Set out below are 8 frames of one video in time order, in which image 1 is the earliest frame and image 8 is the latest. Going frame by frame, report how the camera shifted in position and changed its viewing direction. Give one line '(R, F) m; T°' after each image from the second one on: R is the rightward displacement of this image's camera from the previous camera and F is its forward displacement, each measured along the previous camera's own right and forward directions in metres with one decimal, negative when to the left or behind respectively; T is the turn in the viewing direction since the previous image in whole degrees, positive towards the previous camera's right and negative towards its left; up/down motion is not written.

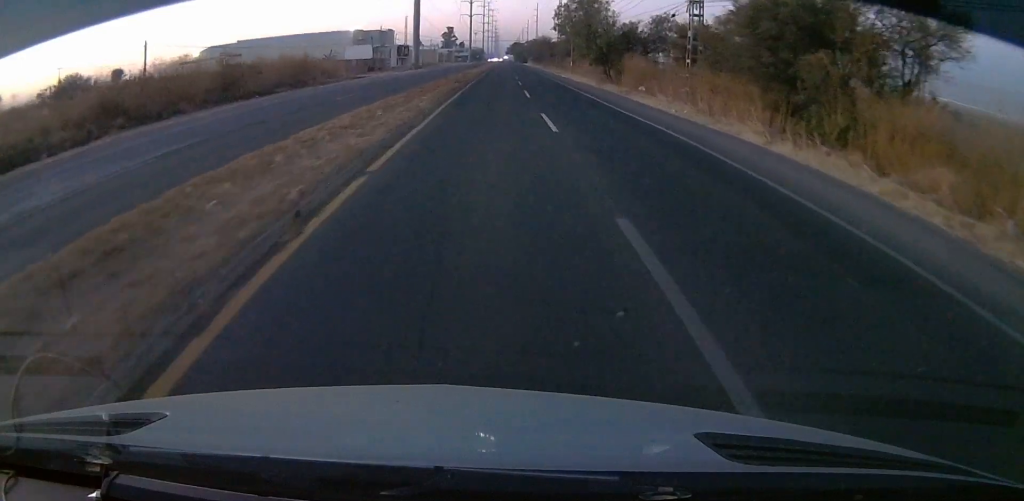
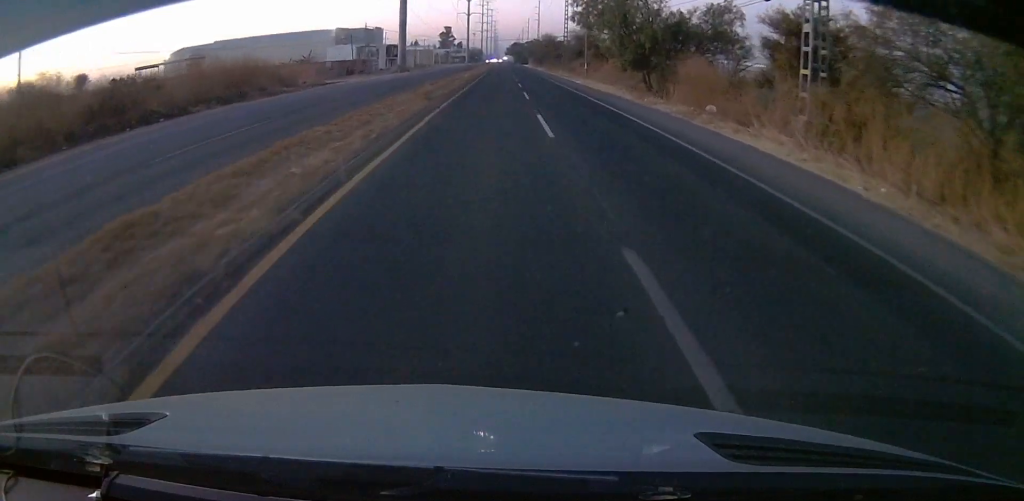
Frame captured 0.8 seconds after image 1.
(-0.3, +16.1) m; 0°
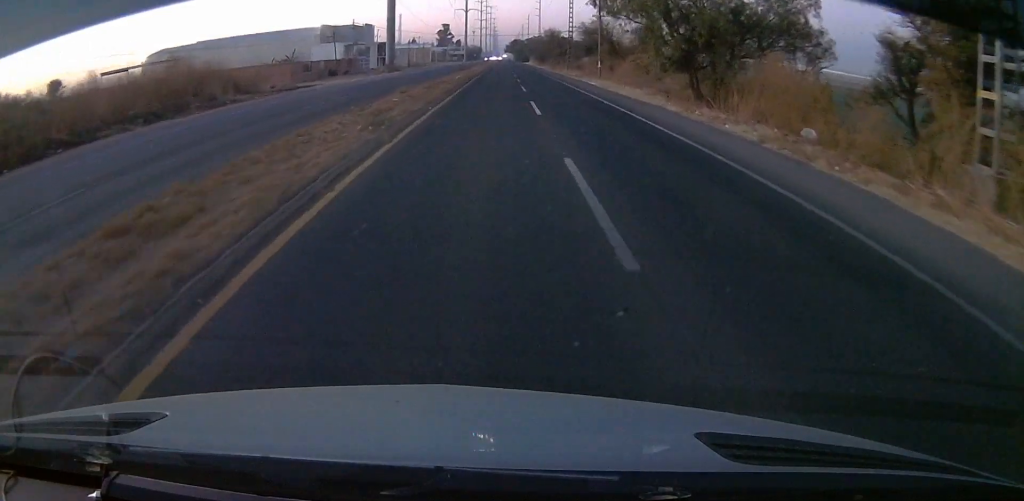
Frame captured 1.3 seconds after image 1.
(0.0, +10.5) m; 0°
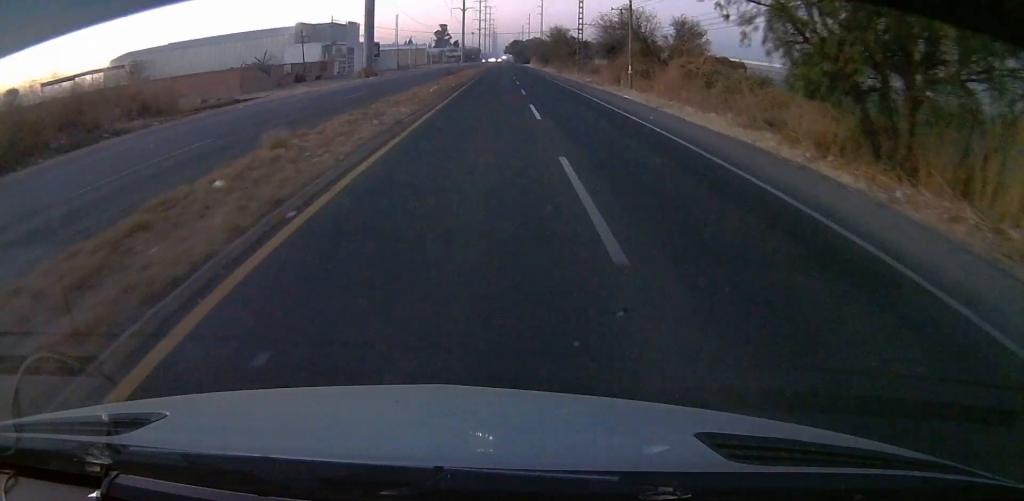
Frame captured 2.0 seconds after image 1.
(+0.3, +14.6) m; 0°
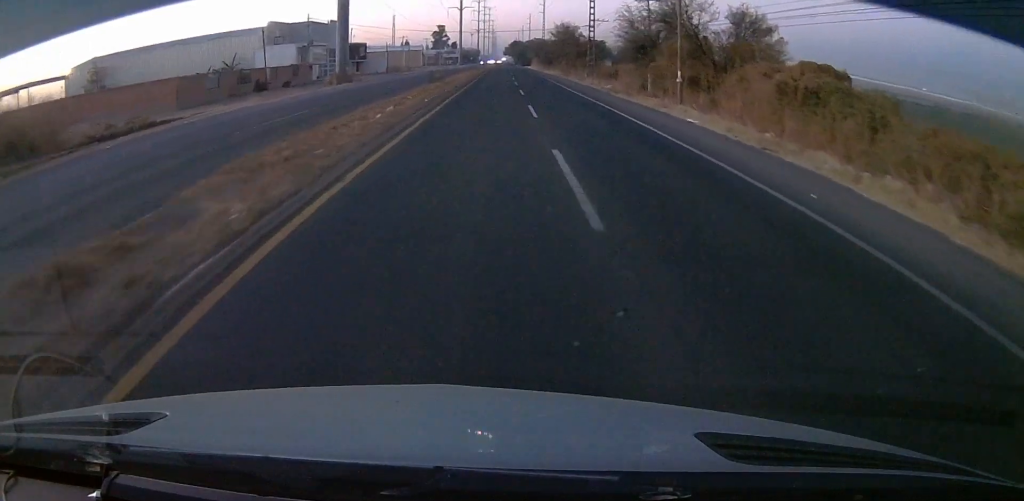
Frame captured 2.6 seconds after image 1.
(-0.2, +13.3) m; 0°
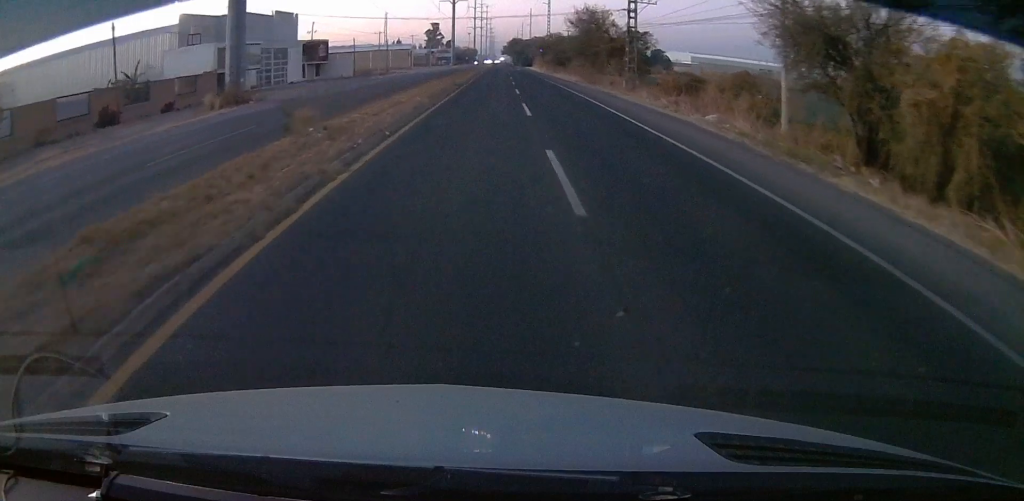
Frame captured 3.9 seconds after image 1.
(+0.2, +27.9) m; 0°
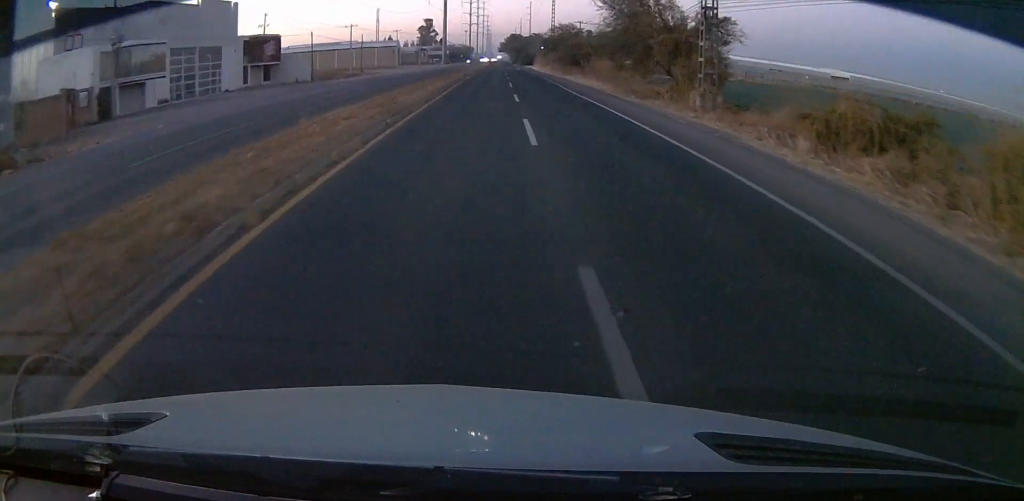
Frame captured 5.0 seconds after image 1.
(-0.4, +22.4) m; 0°
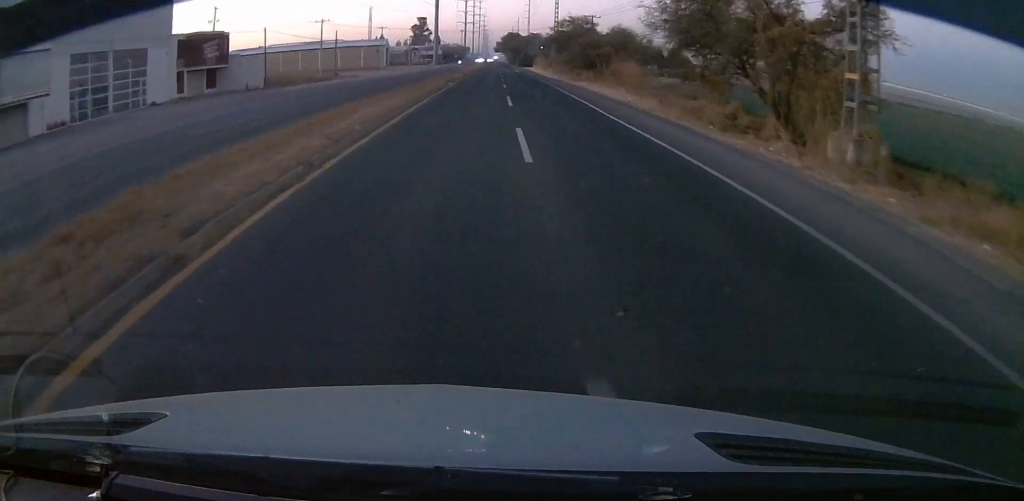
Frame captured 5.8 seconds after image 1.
(+0.3, +16.0) m; 0°
